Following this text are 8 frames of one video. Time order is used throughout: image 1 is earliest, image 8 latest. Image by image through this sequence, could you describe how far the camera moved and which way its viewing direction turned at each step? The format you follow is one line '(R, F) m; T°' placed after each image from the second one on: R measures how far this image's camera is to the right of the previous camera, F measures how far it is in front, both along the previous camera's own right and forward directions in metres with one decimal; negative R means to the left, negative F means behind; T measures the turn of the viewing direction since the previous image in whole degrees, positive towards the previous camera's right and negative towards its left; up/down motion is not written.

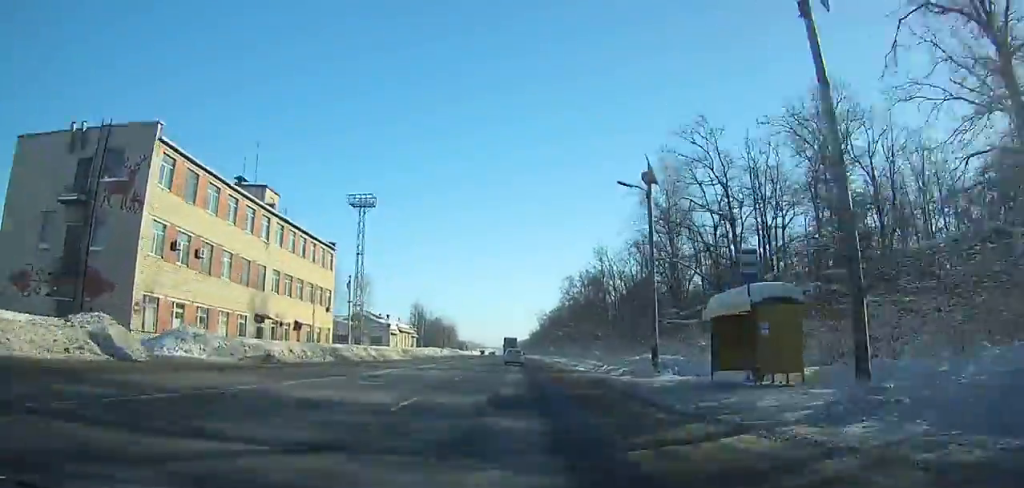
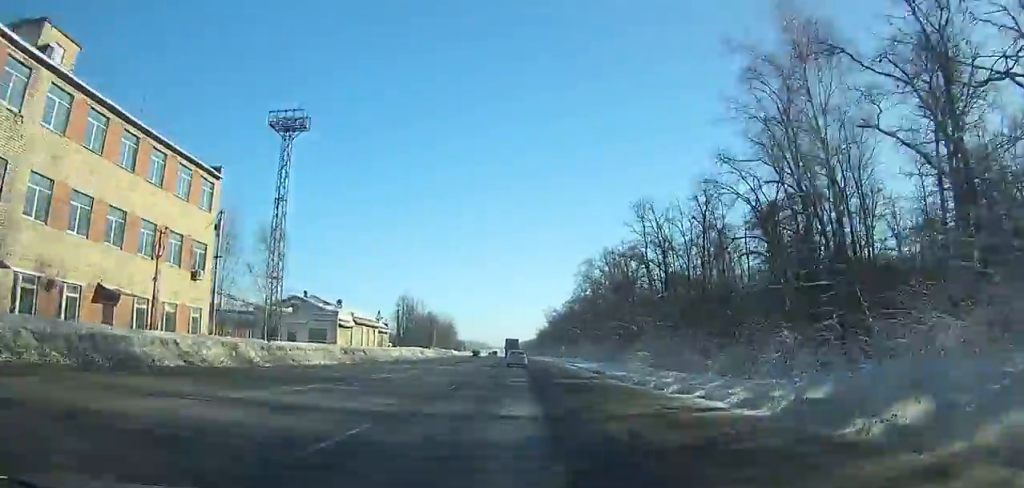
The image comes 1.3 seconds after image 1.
(-0.1, +28.6) m; 0°
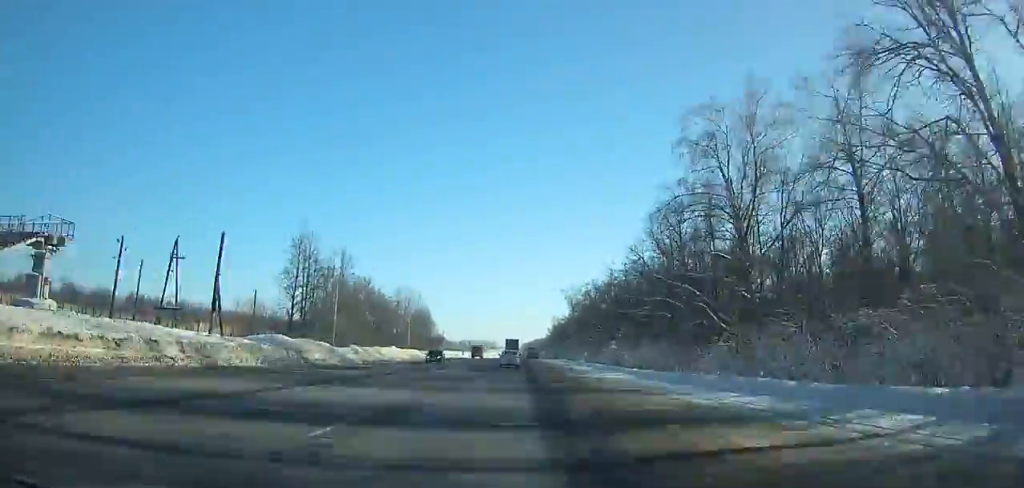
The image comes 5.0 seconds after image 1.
(-0.1, +81.4) m; -1°
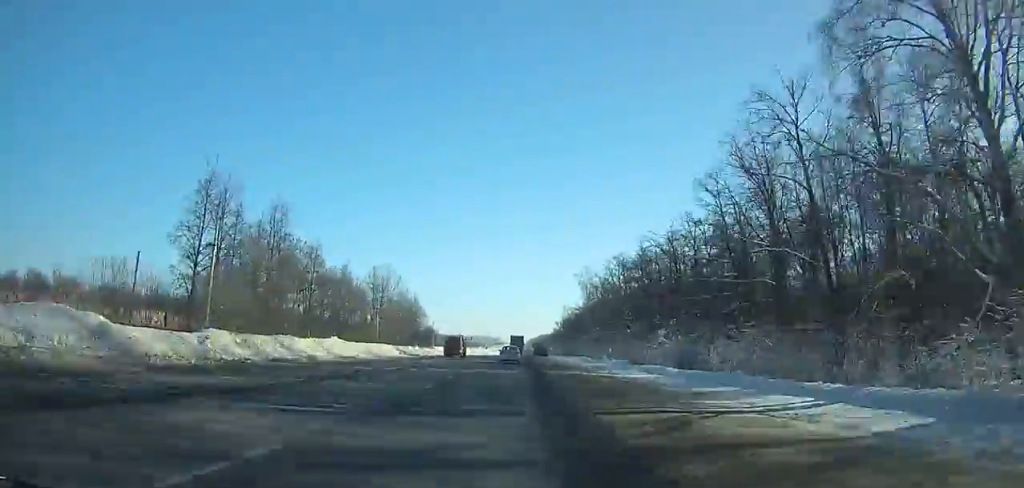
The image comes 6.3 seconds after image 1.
(-0.3, +28.6) m; 0°
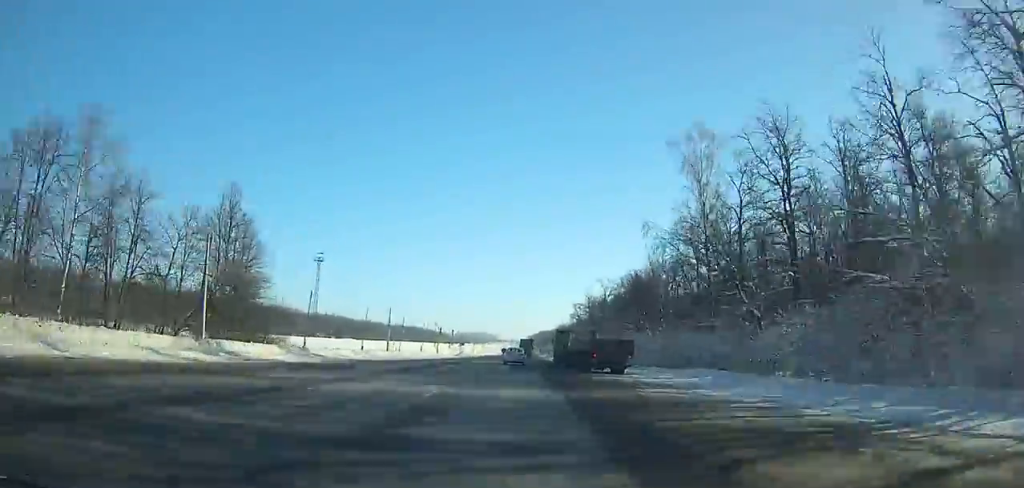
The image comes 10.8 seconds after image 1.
(-0.1, +99.0) m; +1°
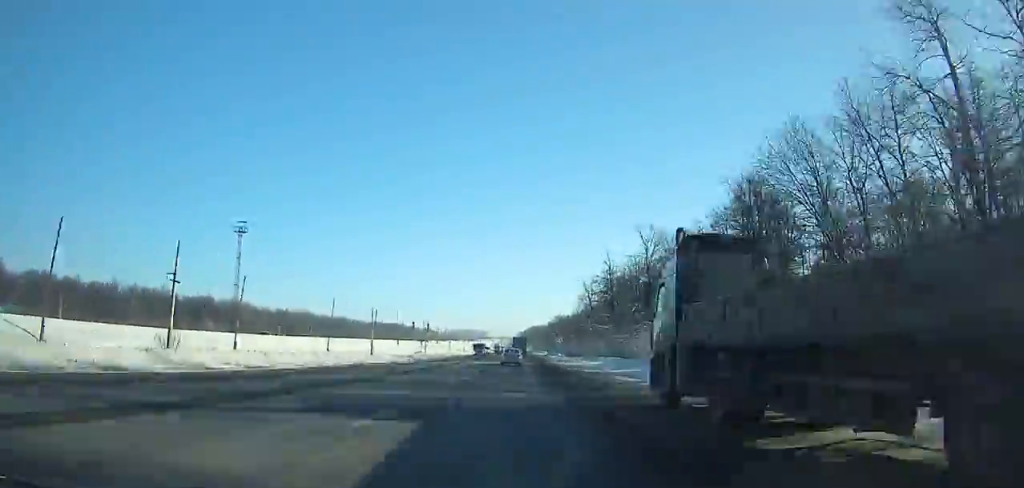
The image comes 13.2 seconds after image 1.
(+0.5, +53.2) m; 0°
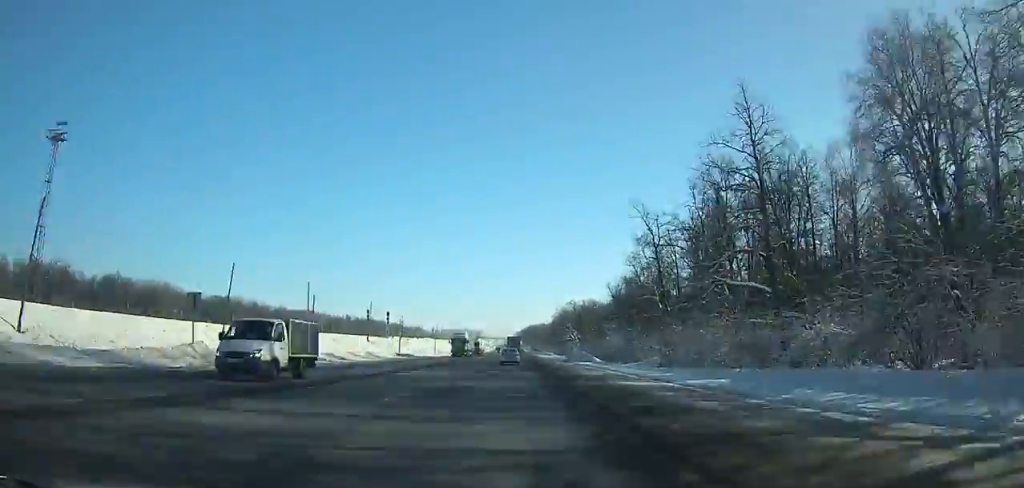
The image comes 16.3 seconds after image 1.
(-0.1, +69.3) m; 0°
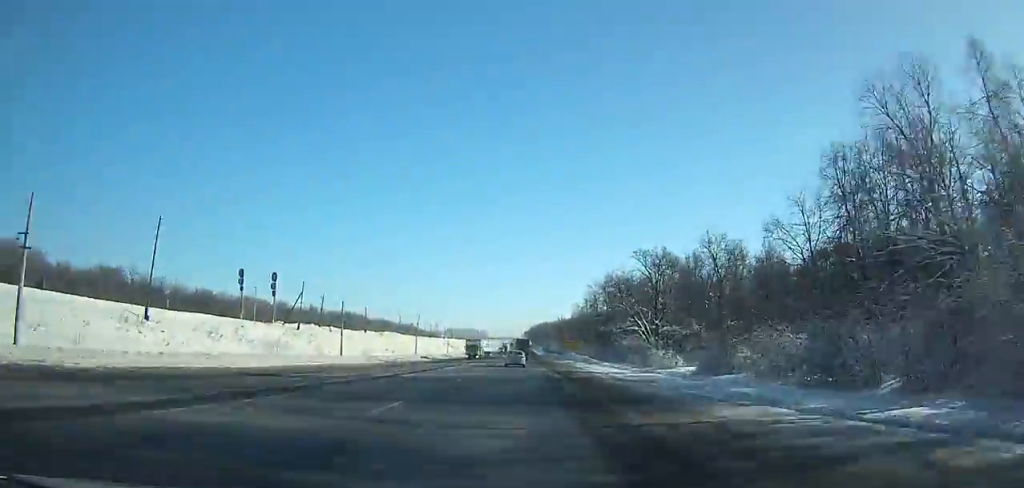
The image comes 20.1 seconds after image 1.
(-0.5, +85.9) m; 0°
